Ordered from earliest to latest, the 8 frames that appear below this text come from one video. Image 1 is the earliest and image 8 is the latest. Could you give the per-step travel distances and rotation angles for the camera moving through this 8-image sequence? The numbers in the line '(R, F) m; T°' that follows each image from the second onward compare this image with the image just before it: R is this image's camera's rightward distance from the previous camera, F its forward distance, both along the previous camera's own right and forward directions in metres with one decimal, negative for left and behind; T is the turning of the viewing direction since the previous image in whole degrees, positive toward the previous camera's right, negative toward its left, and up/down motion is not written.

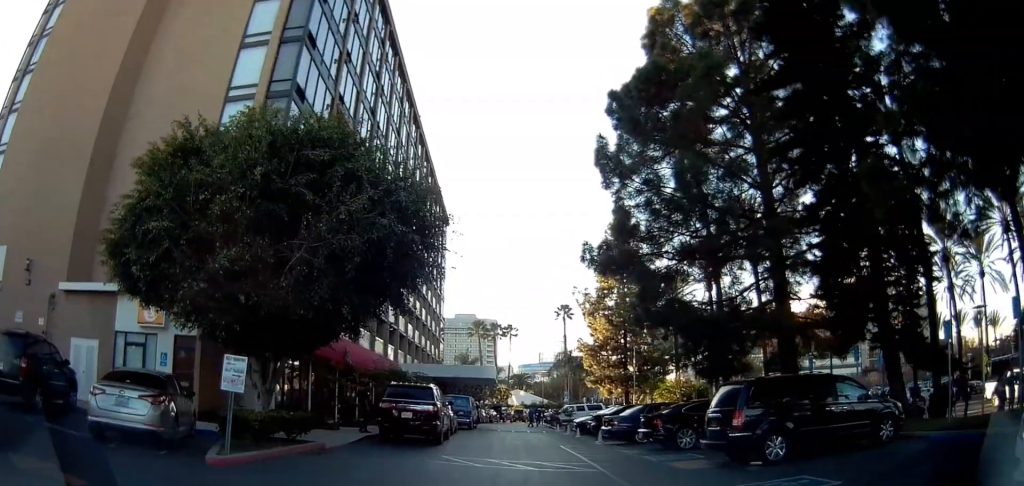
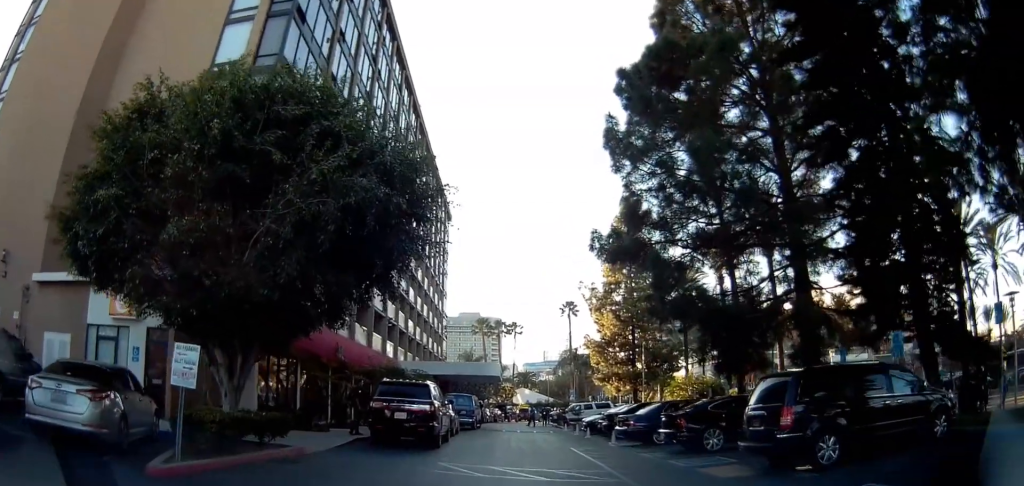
(0.0, +1.8) m; -1°
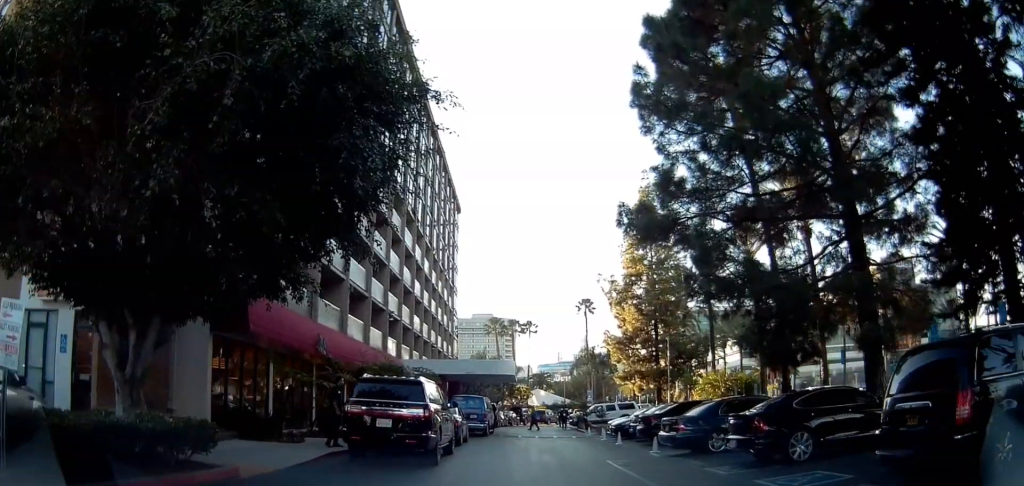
(-0.1, +4.0) m; -1°
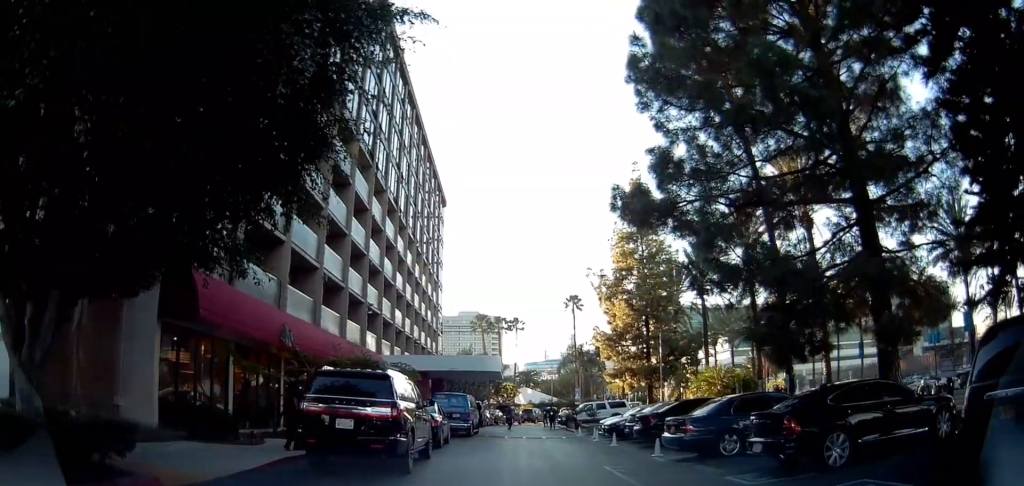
(0.0, +2.0) m; +3°
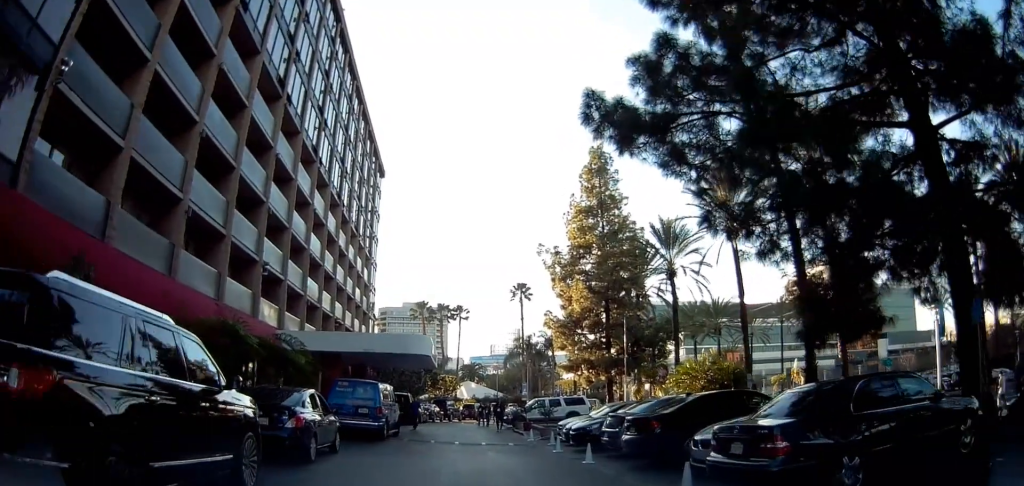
(+0.1, +7.0) m; 0°
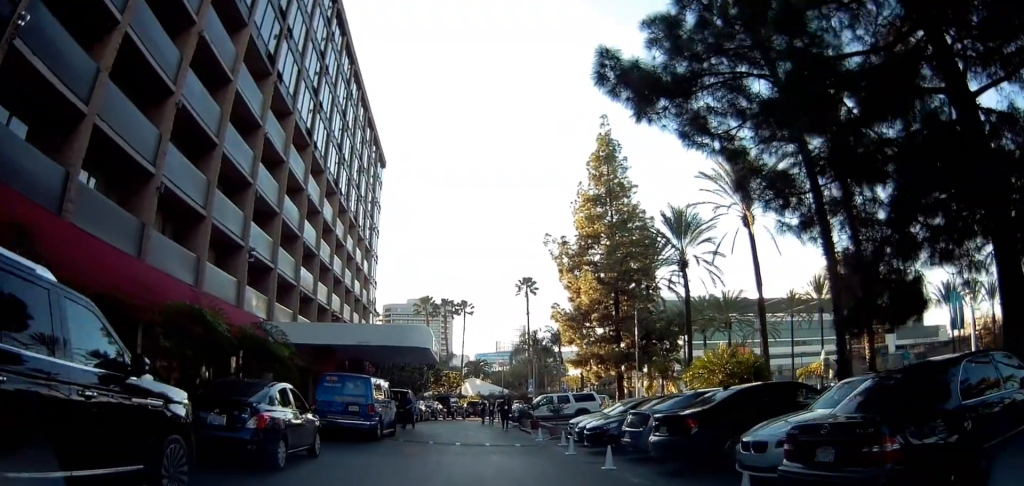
(0.0, +1.9) m; +1°
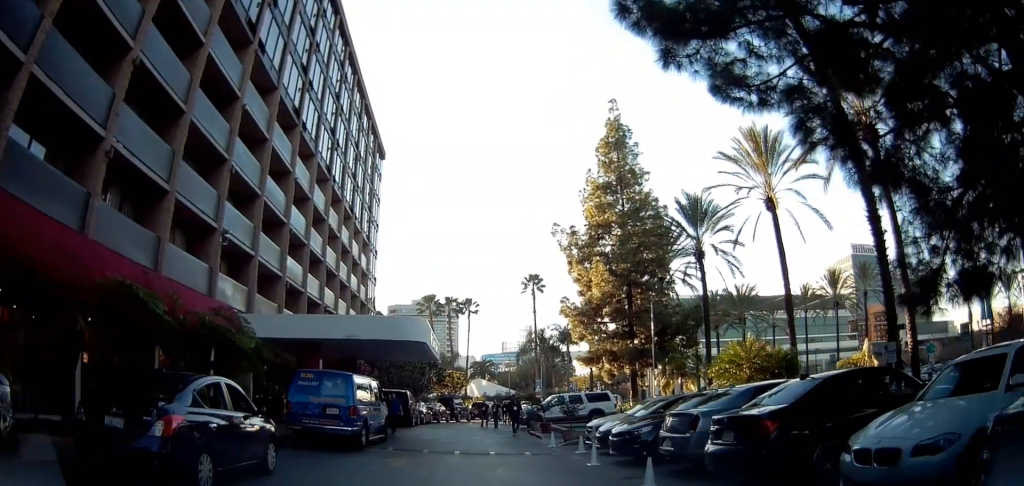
(+0.1, +2.8) m; 0°
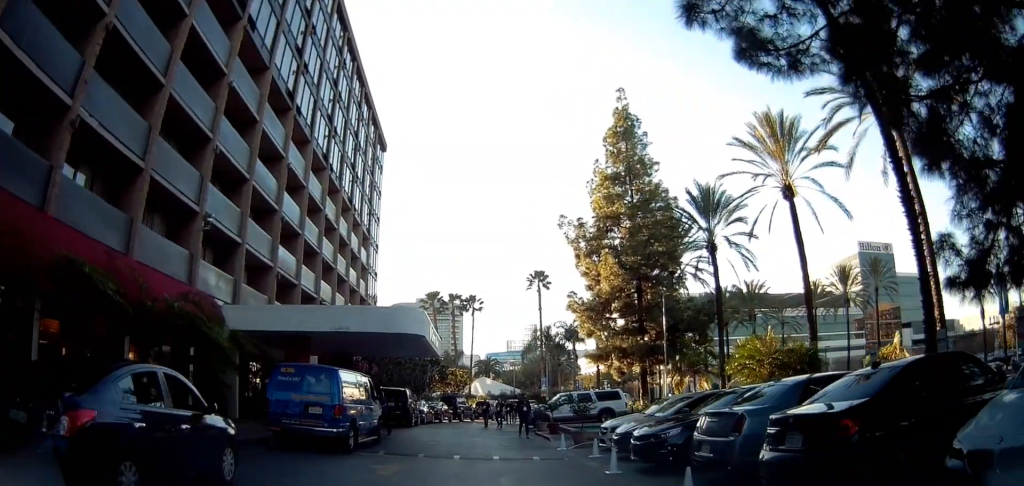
(+0.1, +1.8) m; -1°
